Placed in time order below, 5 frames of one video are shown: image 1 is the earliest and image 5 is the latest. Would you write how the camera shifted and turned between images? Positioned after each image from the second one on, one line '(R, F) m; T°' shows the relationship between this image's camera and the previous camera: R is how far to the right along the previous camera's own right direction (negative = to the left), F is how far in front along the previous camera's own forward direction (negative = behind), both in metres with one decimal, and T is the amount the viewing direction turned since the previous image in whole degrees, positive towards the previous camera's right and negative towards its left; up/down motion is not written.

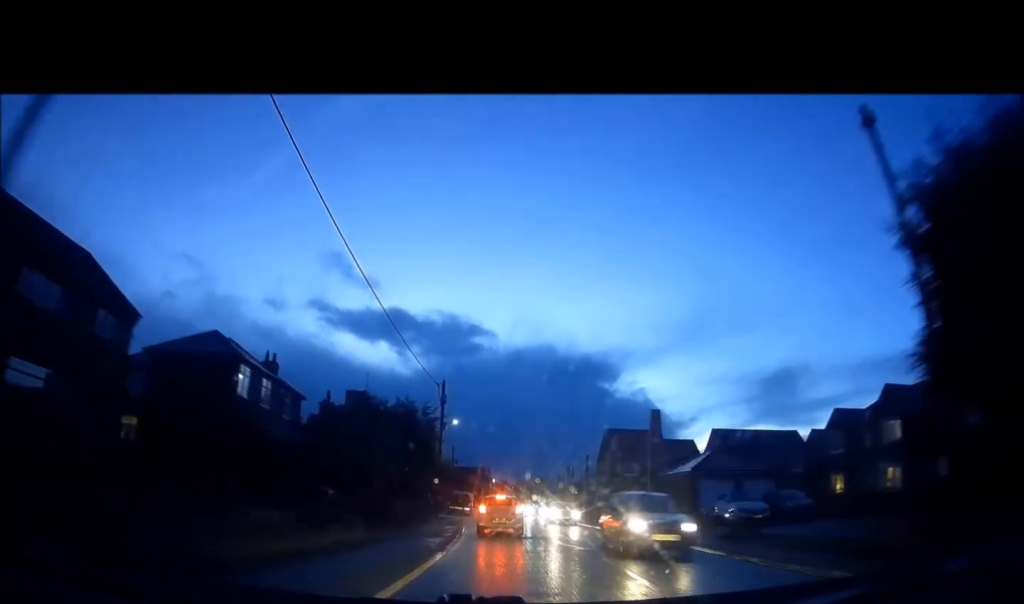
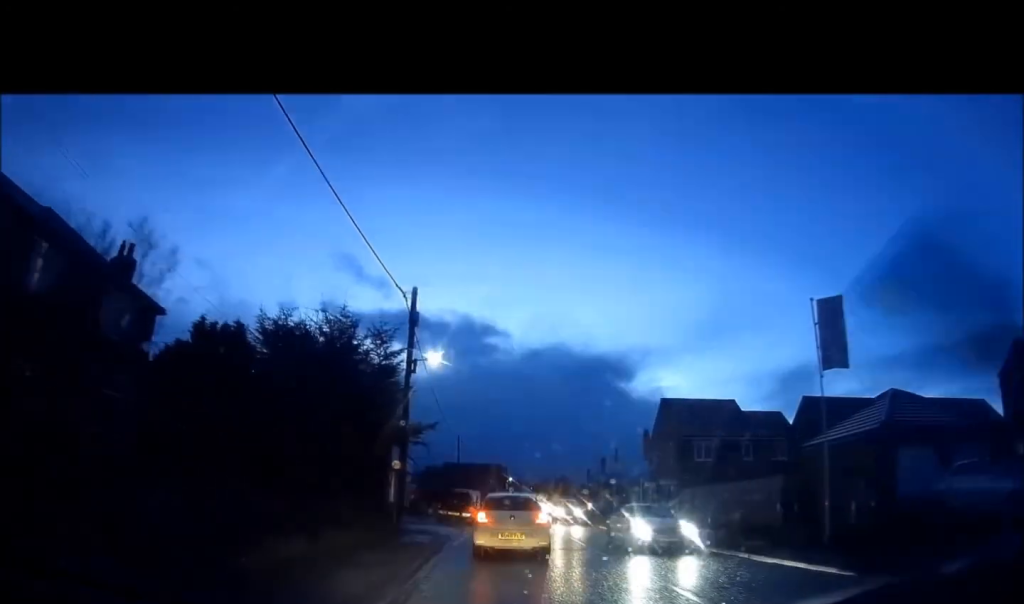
(+0.2, +14.5) m; -1°
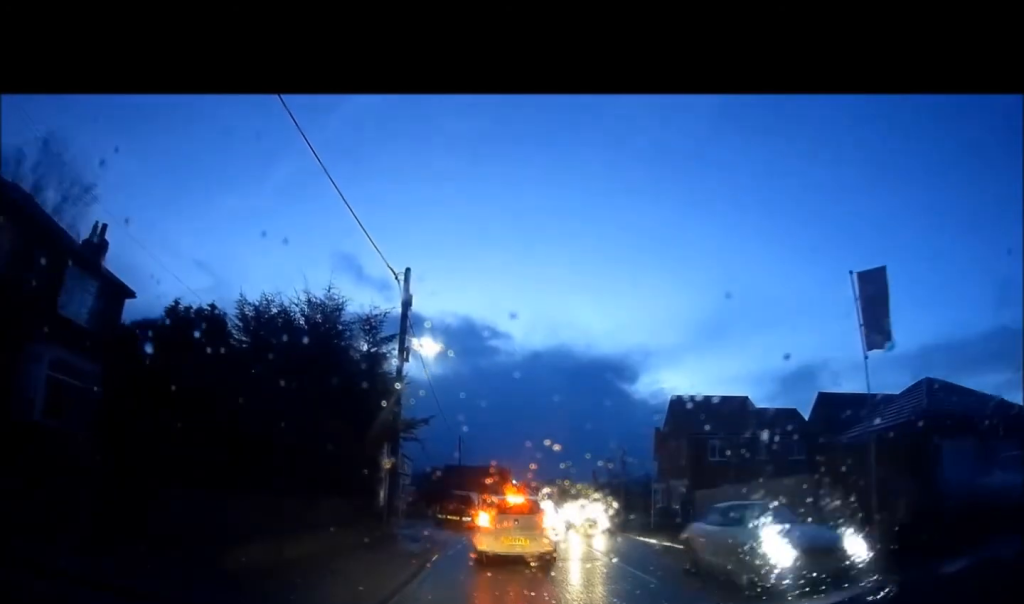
(-0.2, +1.9) m; -5°
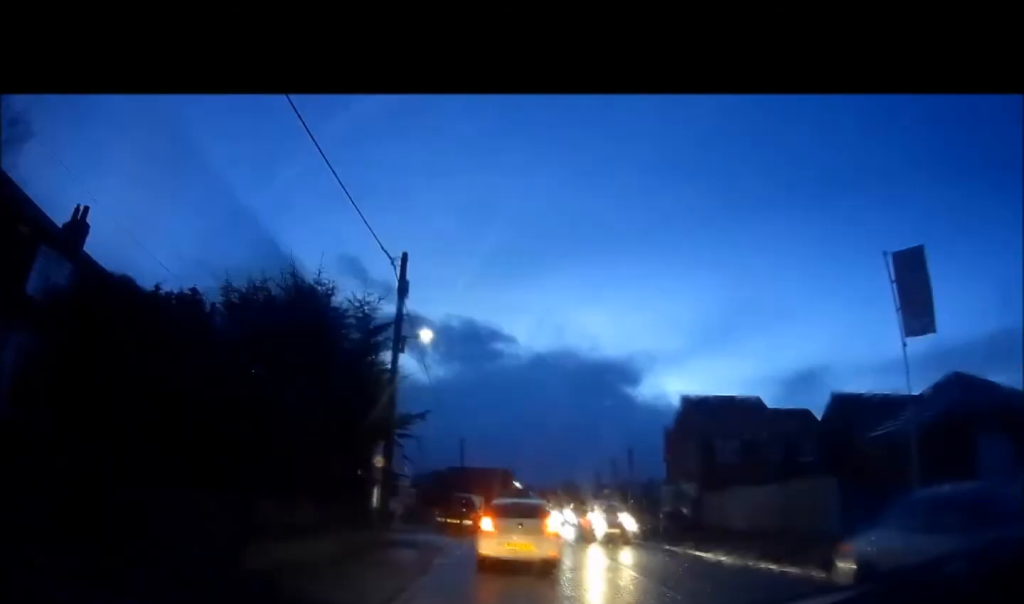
(0.0, +1.4) m; -1°
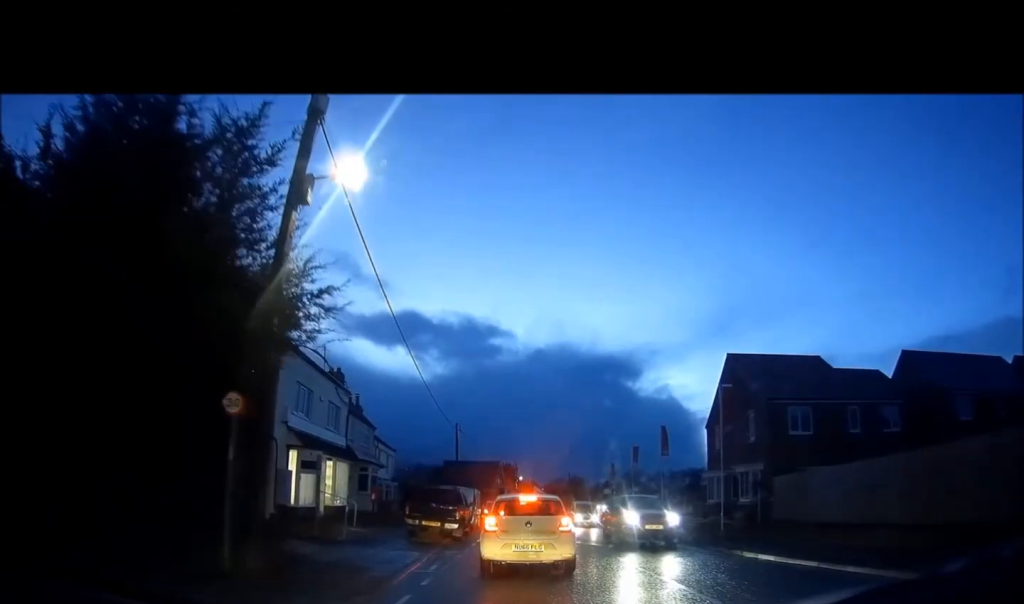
(+1.0, +7.5) m; +4°
